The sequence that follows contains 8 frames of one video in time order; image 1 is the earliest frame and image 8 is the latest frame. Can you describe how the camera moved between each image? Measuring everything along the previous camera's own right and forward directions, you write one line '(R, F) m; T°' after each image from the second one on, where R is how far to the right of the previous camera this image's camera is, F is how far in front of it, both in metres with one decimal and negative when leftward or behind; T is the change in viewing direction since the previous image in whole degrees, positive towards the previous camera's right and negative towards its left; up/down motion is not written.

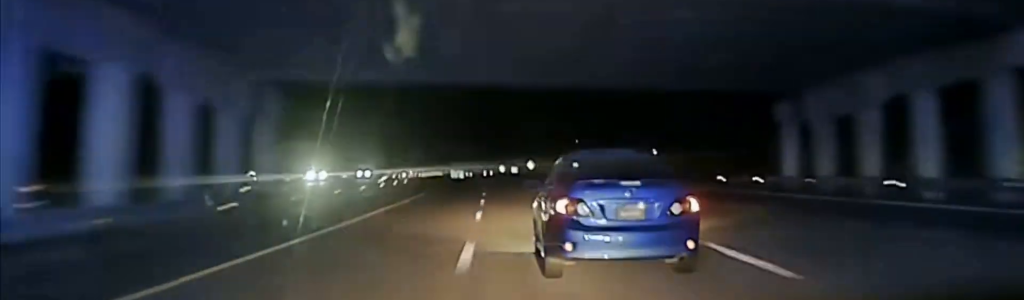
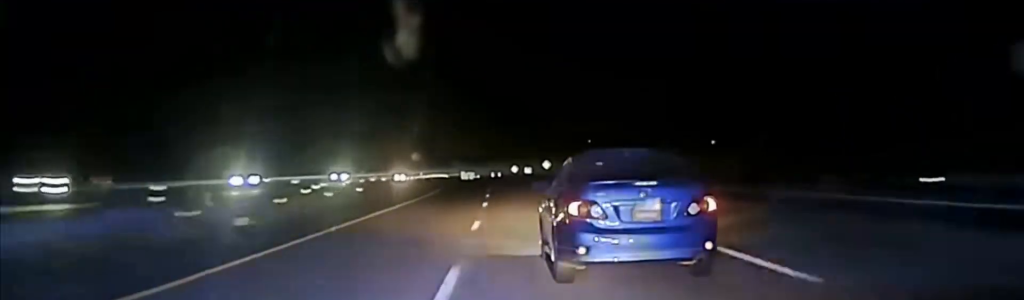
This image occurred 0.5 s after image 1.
(-0.1, +25.5) m; 0°
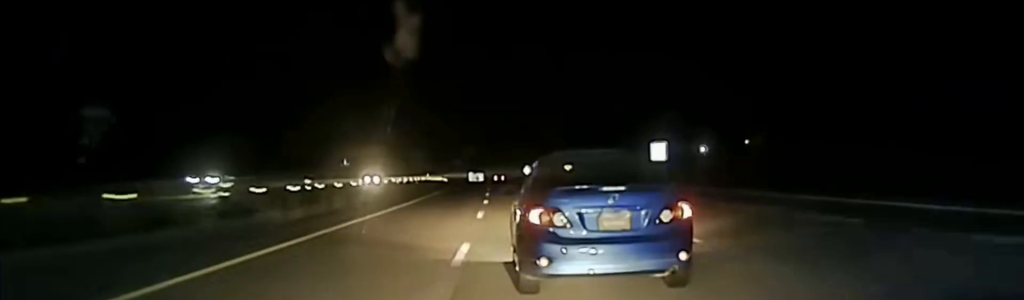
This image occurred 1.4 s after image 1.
(-0.2, +47.1) m; 0°
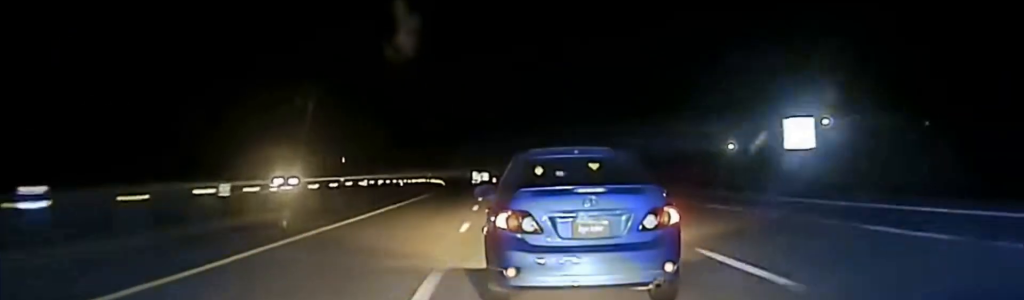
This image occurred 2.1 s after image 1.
(-0.1, +40.6) m; -1°
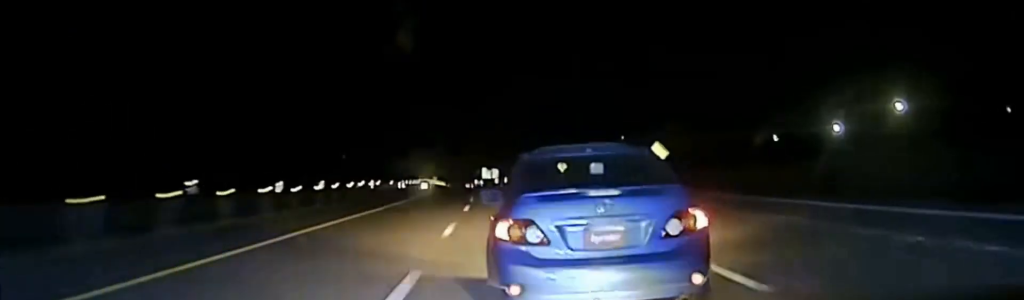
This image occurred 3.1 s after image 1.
(-0.6, +52.3) m; -1°
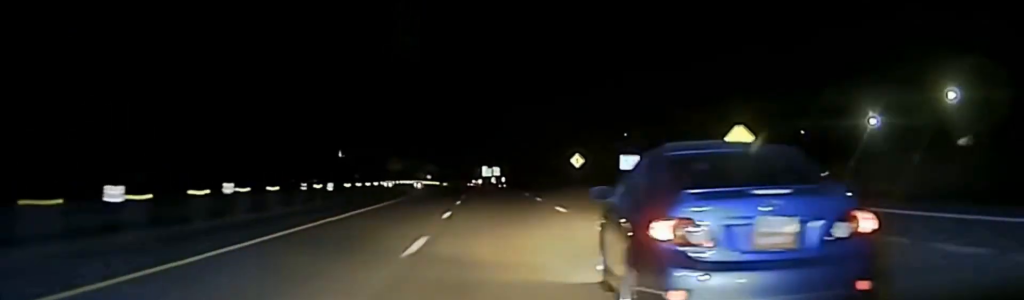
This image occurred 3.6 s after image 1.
(-0.2, +29.7) m; -1°
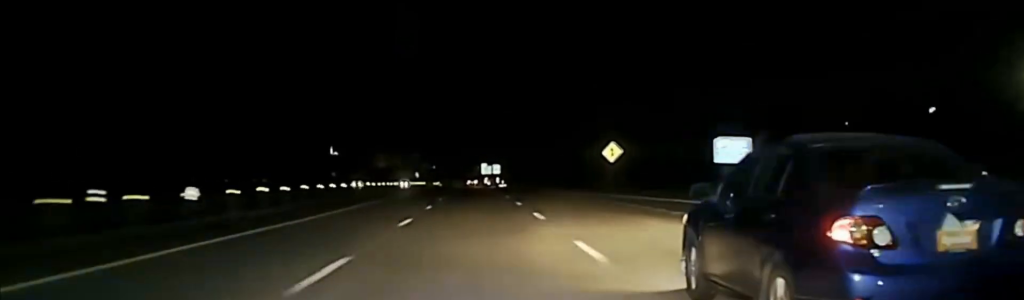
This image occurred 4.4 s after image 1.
(-0.3, +43.2) m; 0°
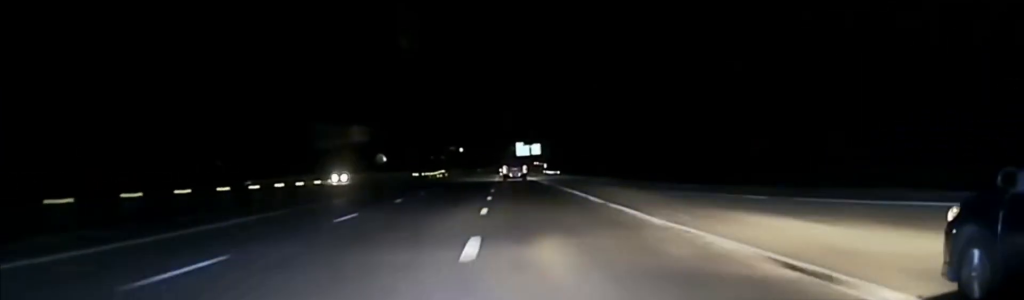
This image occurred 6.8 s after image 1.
(-0.9, +112.0) m; -1°
